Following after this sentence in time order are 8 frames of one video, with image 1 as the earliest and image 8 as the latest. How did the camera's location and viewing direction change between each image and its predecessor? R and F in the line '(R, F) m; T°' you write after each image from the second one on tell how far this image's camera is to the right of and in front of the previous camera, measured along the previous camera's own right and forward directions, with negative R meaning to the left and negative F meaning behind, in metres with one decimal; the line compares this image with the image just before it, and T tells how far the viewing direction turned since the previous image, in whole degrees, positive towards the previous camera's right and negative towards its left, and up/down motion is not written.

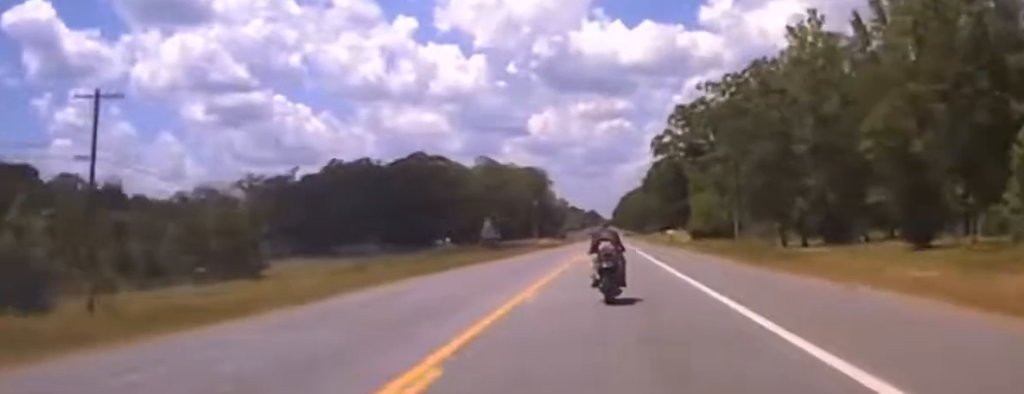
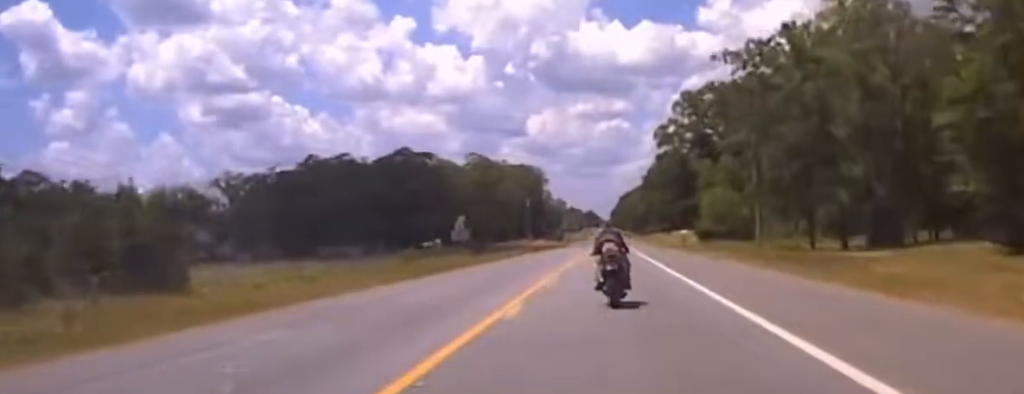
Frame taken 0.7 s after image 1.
(-0.1, +16.8) m; 0°
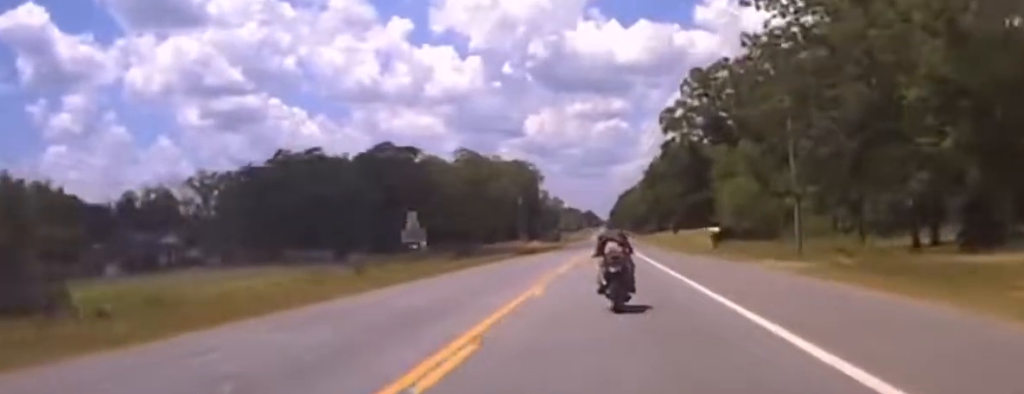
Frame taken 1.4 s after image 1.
(0.0, +18.5) m; 0°
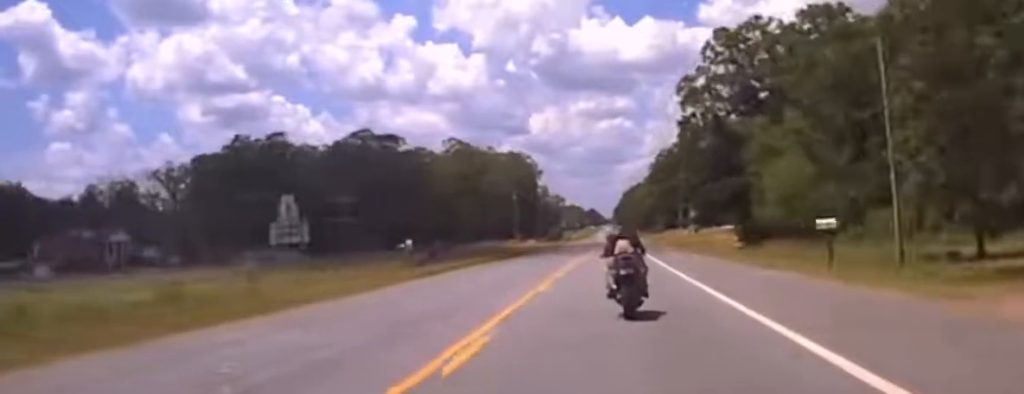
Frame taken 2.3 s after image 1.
(+0.1, +20.4) m; 0°
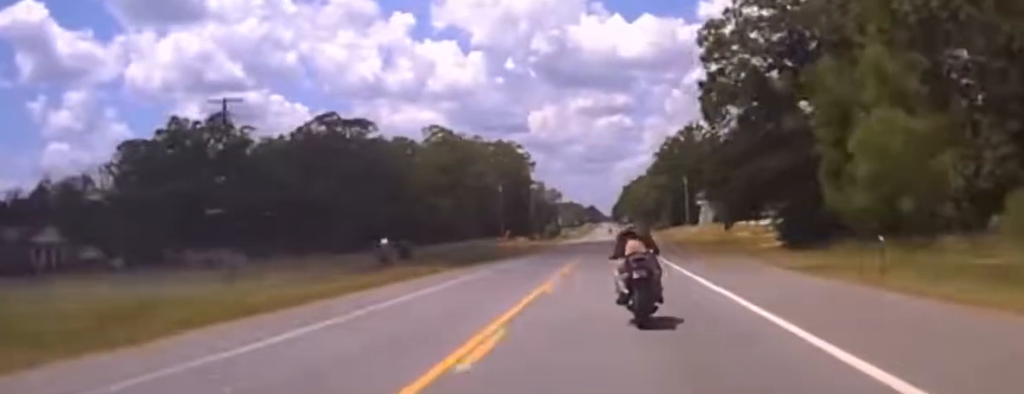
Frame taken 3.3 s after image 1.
(0.0, +22.3) m; -1°
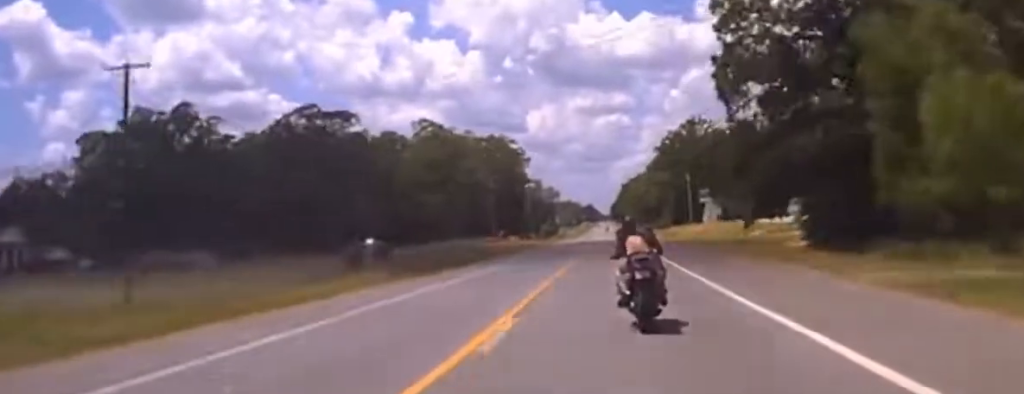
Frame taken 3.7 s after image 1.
(+0.1, +10.7) m; -2°
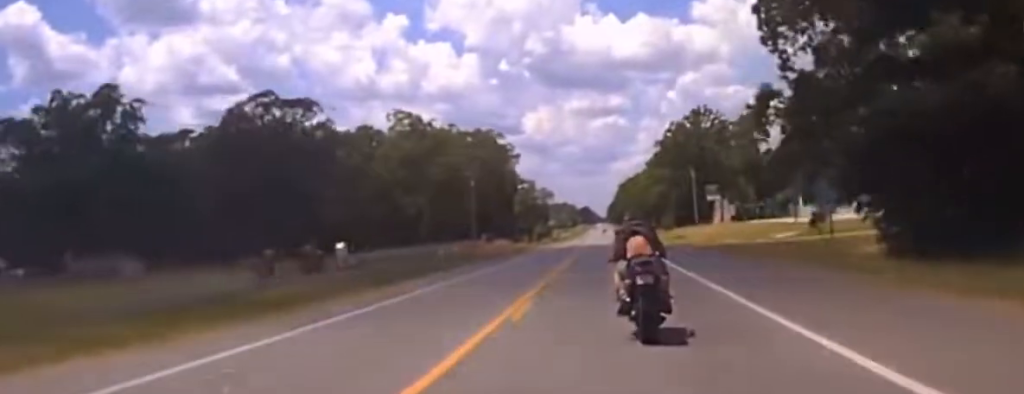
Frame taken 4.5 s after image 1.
(-0.7, +19.3) m; -3°
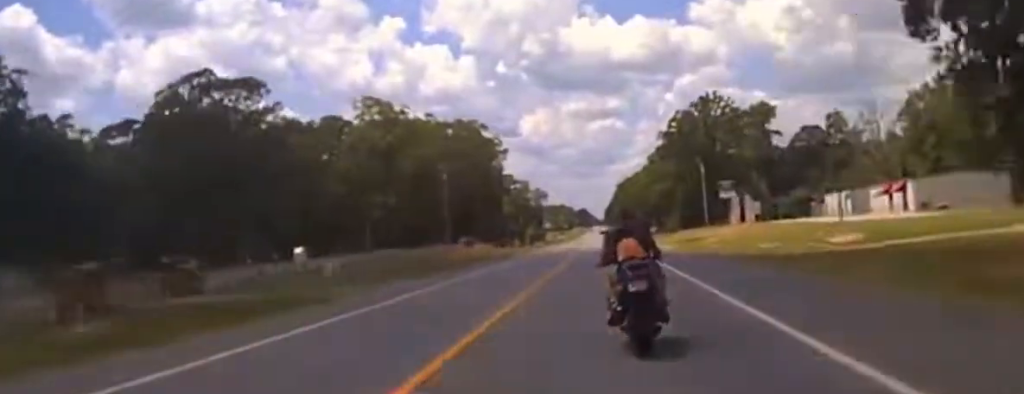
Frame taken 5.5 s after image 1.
(-0.9, +22.4) m; +2°
